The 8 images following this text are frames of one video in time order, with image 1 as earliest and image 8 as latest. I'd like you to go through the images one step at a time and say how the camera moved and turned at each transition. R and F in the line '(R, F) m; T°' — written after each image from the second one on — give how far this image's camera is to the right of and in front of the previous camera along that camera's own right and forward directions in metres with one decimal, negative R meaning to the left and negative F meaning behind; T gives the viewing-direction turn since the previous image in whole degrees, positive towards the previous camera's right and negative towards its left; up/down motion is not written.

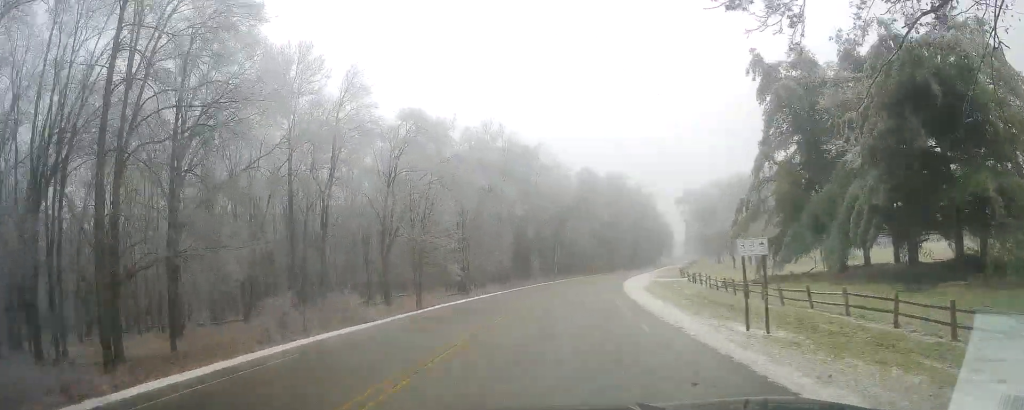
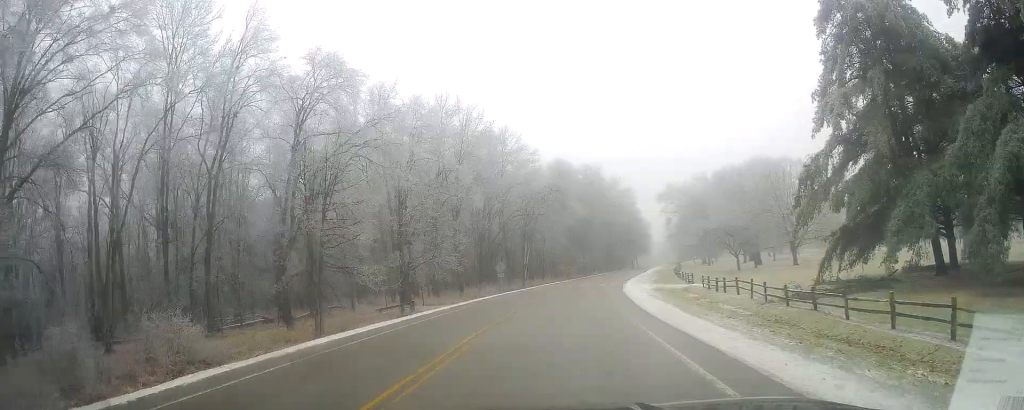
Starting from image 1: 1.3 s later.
(+0.8, +16.0) m; +4°
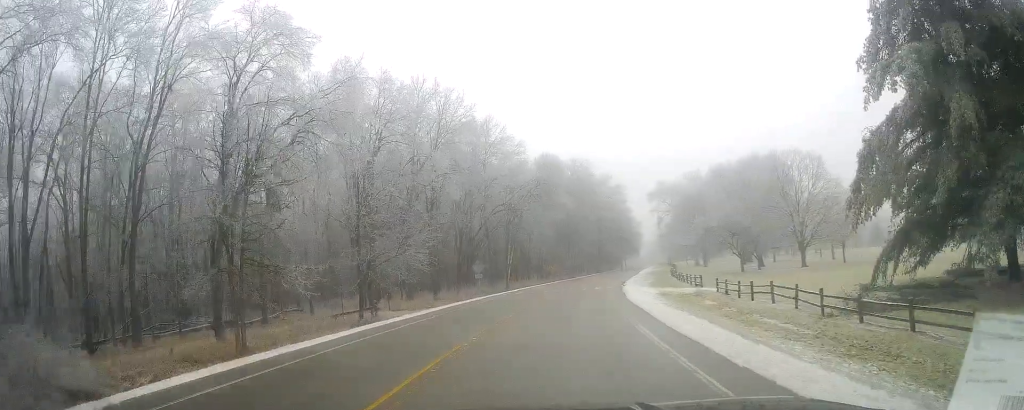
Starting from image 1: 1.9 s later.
(-0.1, +7.5) m; 0°
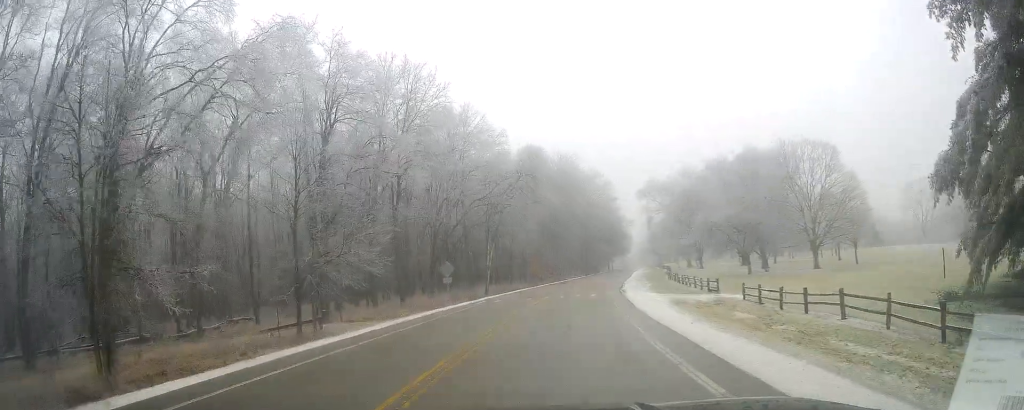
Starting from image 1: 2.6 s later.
(0.0, +8.2) m; 0°
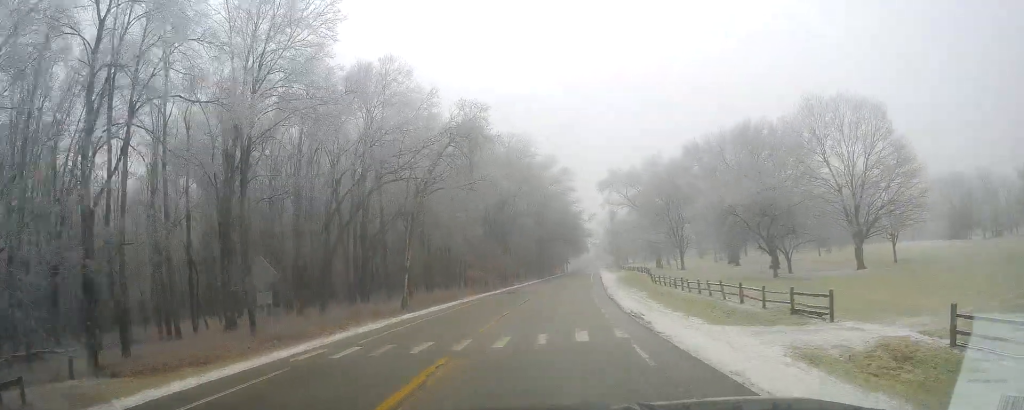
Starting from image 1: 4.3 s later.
(+0.2, +20.1) m; +5°
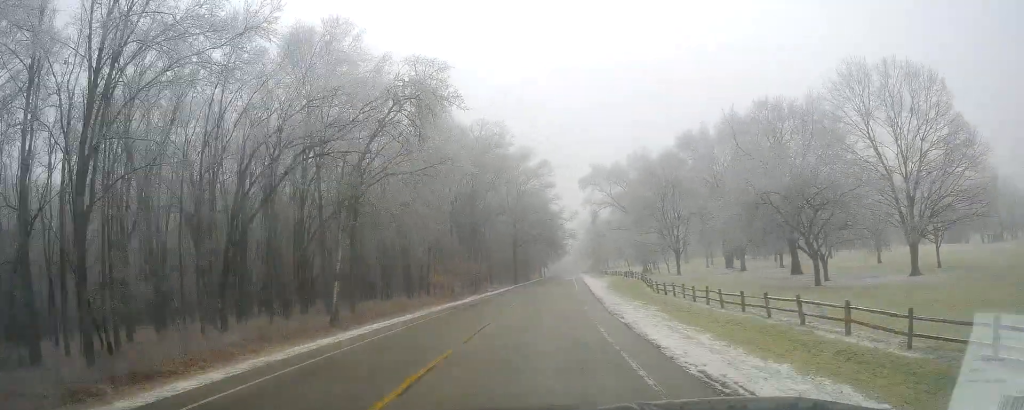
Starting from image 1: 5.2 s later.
(+0.9, +11.4) m; +2°
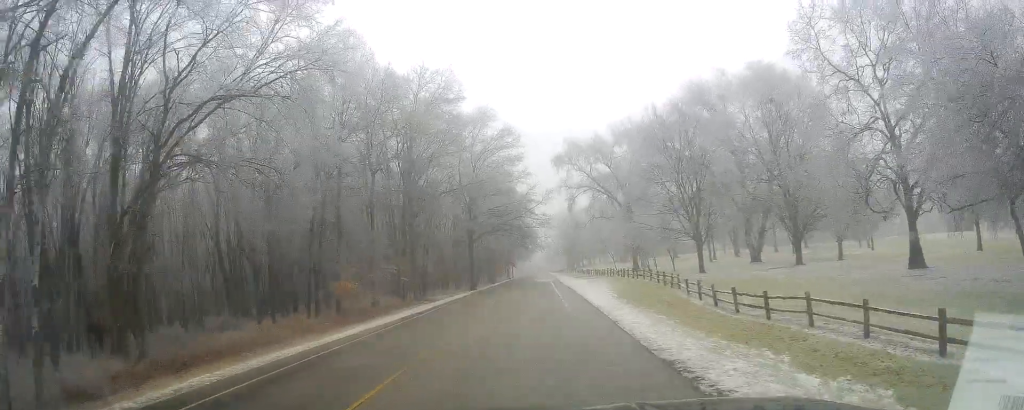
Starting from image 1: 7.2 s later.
(+0.2, +23.6) m; +6°
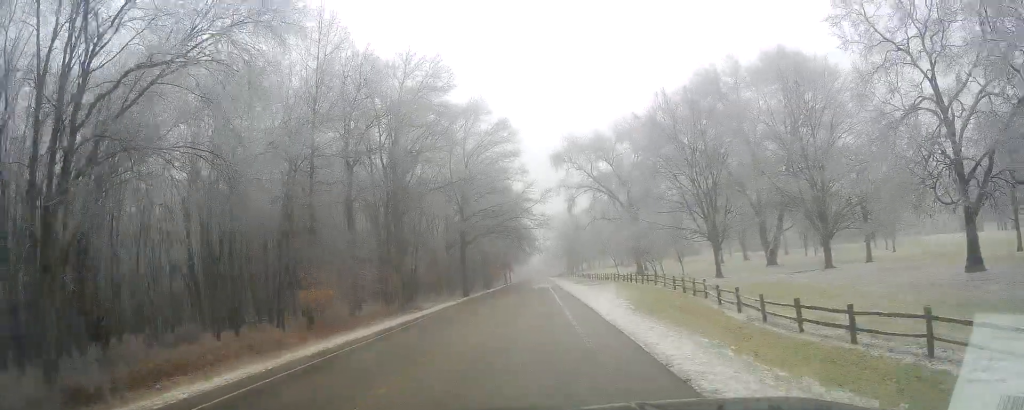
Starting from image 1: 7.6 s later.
(+0.3, +5.8) m; +1°
